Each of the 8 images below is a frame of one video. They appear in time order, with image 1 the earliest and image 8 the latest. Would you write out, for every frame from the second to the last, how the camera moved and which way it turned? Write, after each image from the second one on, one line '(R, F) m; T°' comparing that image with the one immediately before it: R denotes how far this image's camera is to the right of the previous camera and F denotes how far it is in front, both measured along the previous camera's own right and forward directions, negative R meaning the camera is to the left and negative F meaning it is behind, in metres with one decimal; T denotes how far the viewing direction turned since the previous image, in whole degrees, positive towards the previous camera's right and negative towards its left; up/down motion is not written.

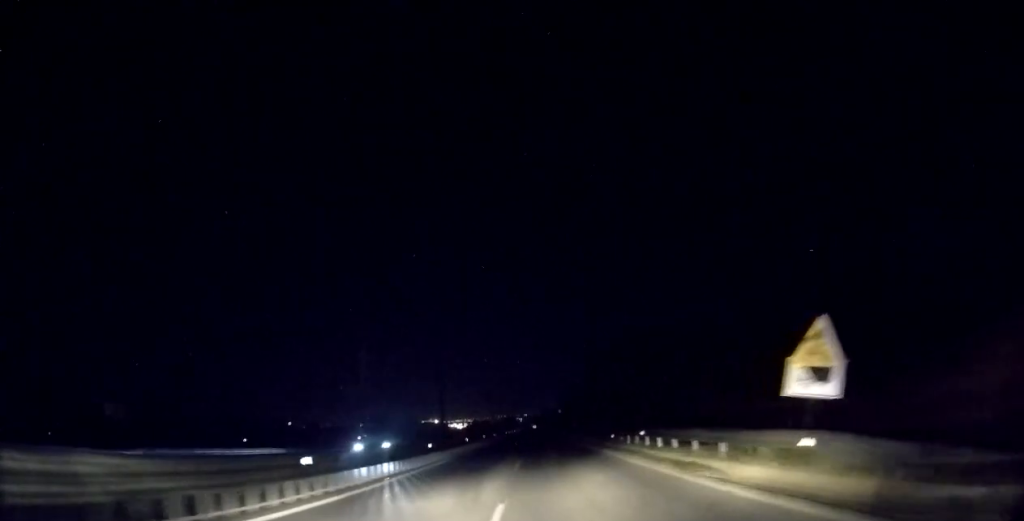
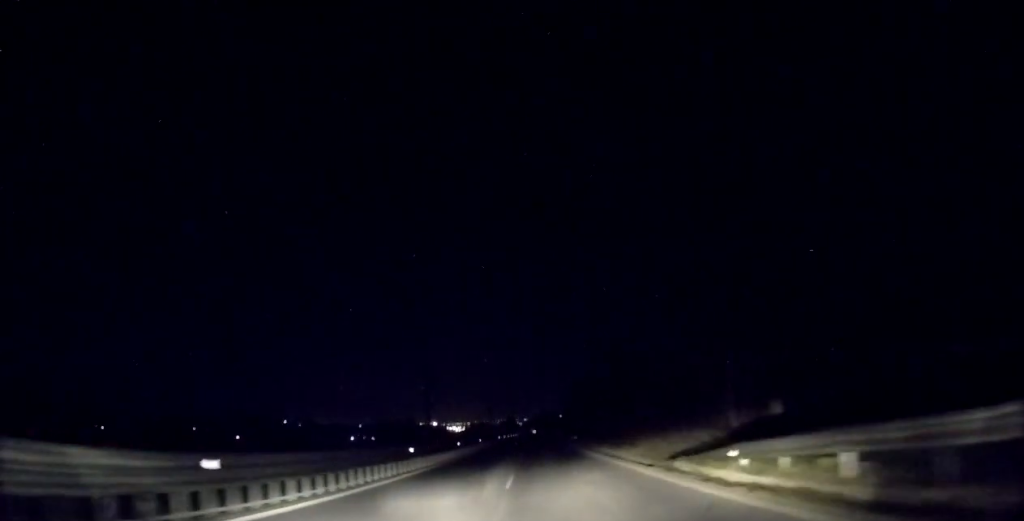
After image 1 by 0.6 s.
(-0.2, +17.2) m; 0°
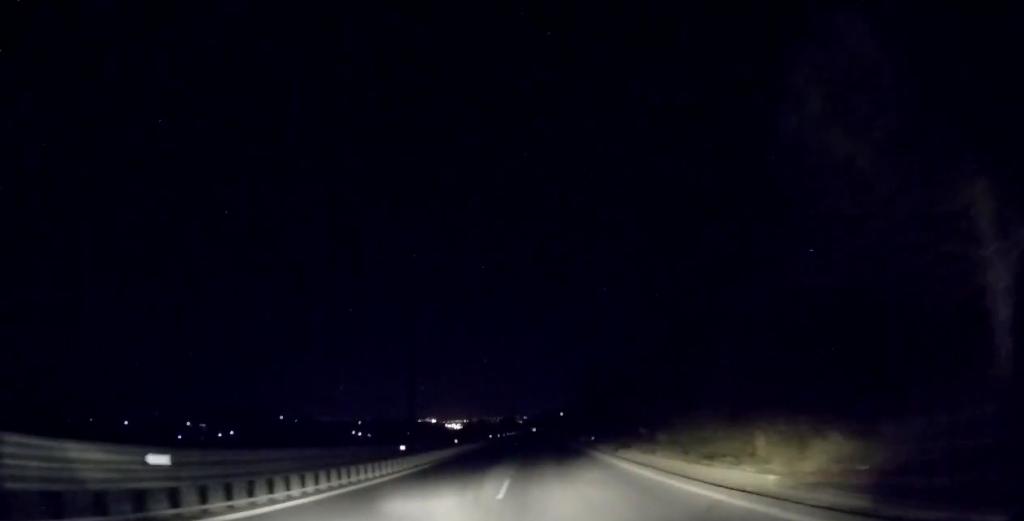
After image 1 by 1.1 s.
(-0.2, +14.8) m; 0°
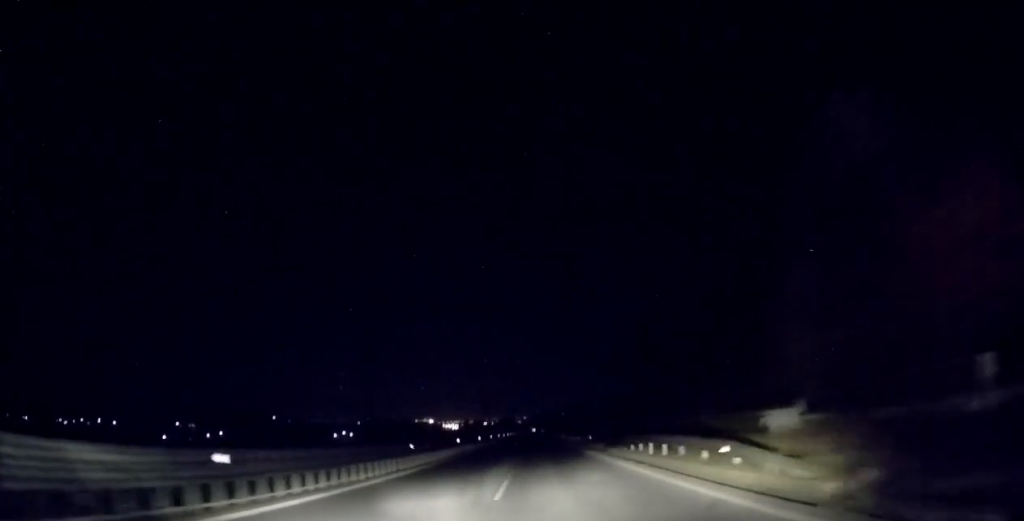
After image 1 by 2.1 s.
(+0.4, +25.4) m; 0°
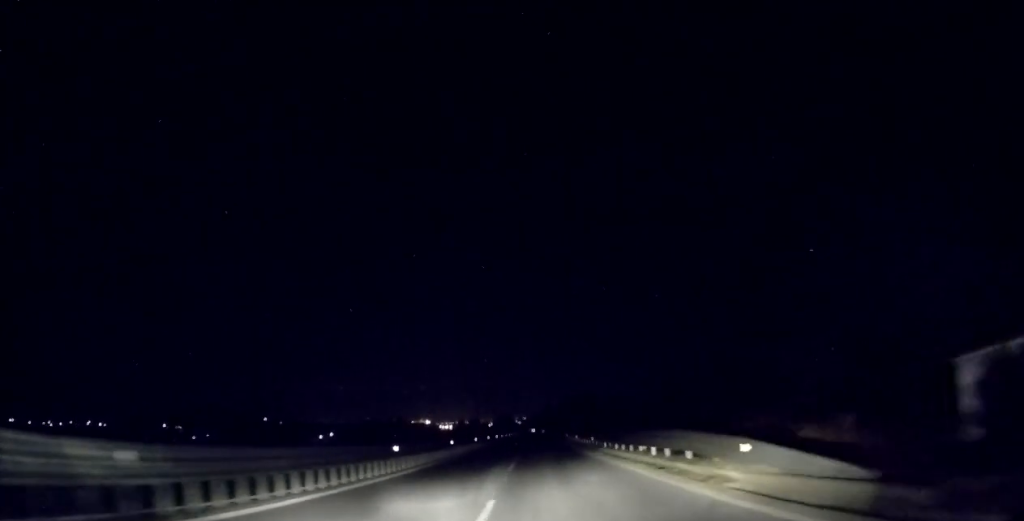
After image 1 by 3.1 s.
(-0.1, +29.0) m; 0°
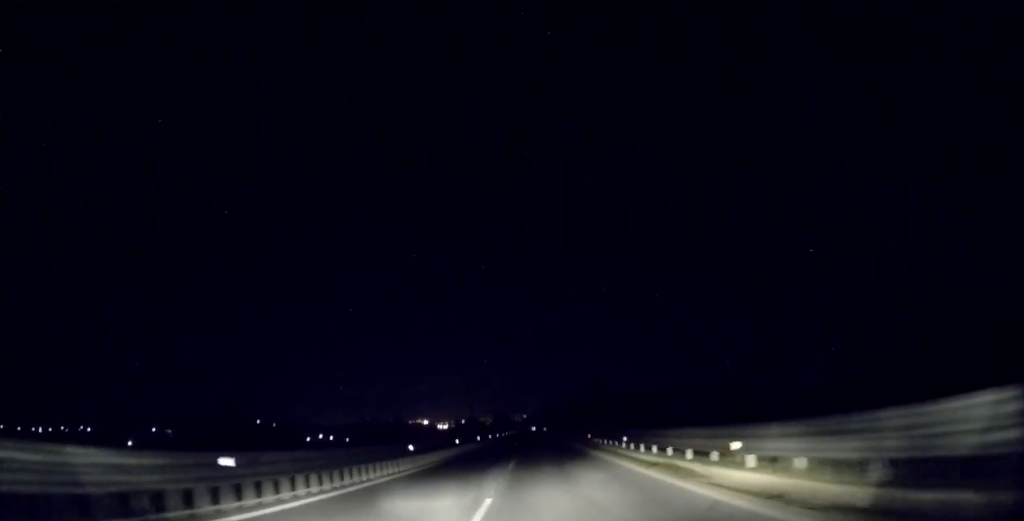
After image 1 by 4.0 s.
(+0.1, +24.4) m; -1°
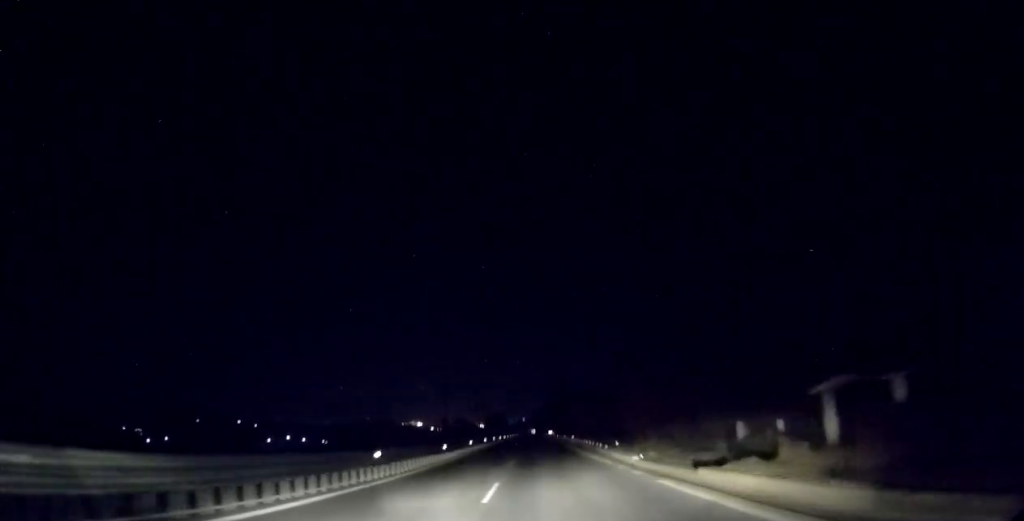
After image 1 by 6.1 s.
(0.0, +58.8) m; +1°
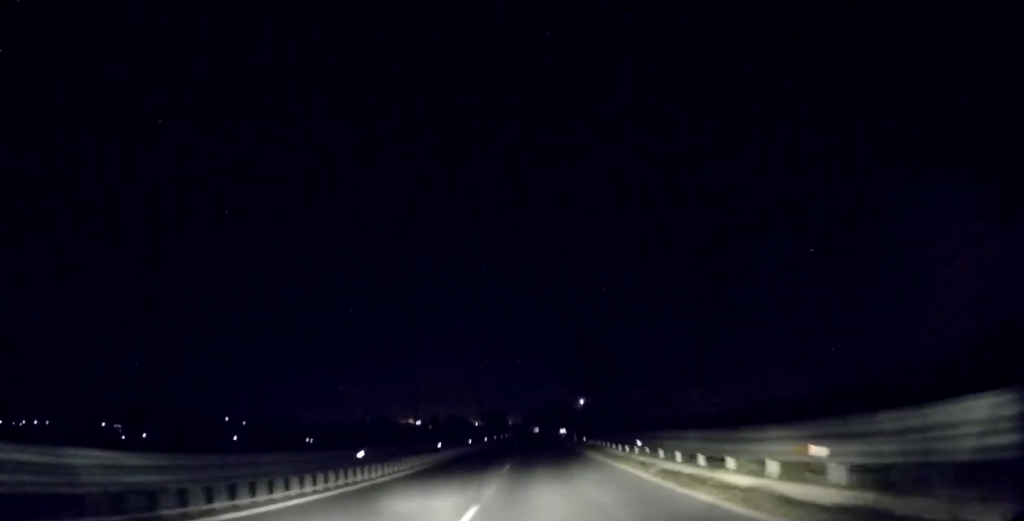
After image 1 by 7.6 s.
(-0.3, +42.1) m; -1°
